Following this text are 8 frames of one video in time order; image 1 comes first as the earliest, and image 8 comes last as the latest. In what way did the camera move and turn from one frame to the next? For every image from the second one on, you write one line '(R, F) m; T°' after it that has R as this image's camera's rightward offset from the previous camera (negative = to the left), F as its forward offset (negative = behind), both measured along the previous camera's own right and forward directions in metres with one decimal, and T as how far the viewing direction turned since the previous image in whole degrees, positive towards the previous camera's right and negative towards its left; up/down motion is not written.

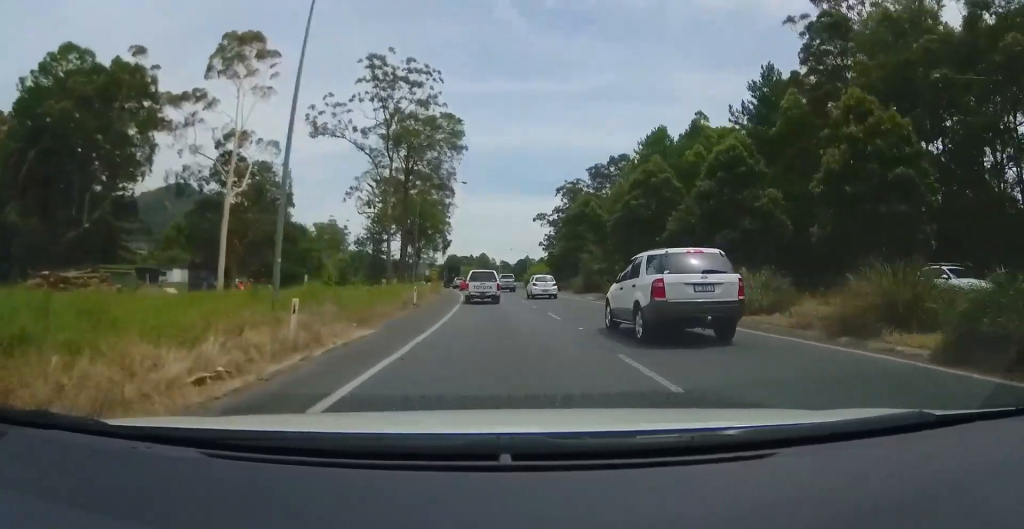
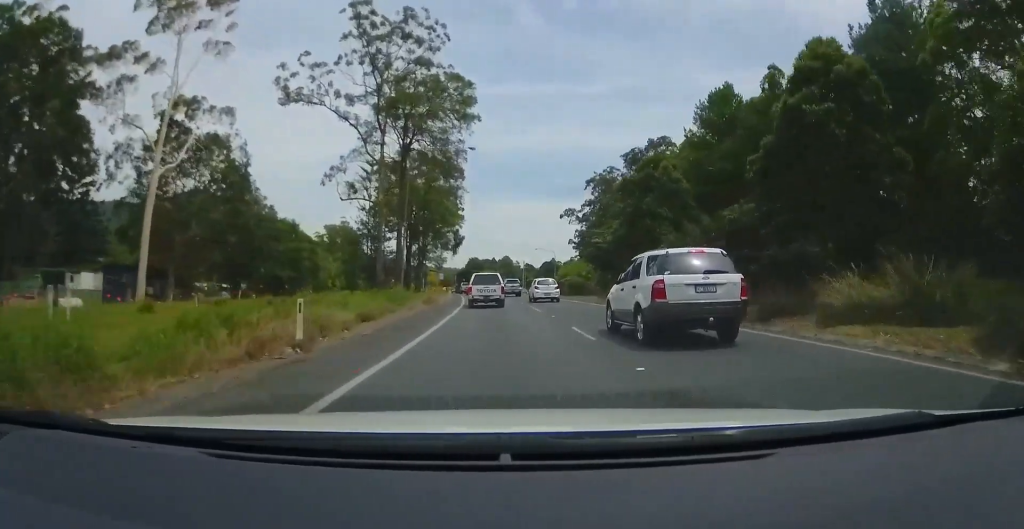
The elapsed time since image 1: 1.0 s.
(-0.2, +18.7) m; -3°
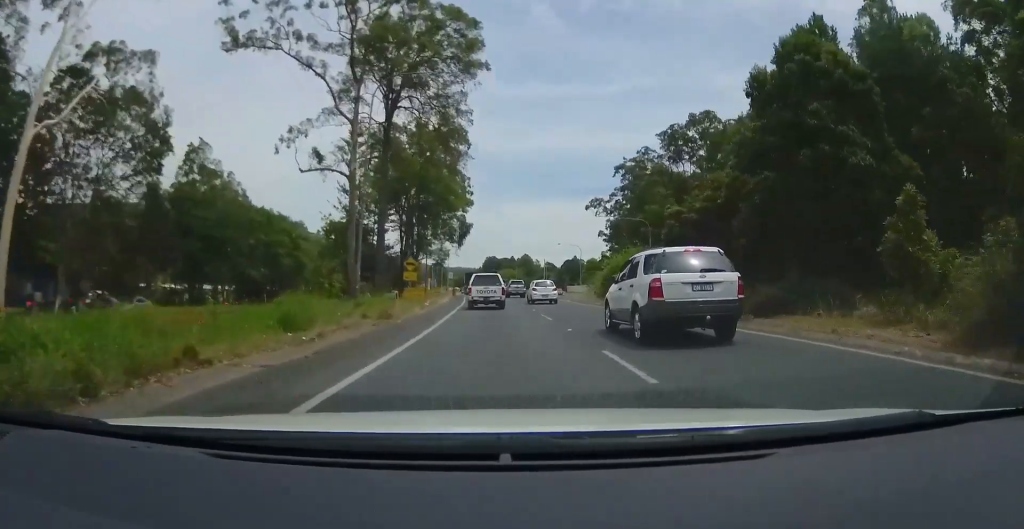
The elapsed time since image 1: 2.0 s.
(-0.8, +17.6) m; -4°
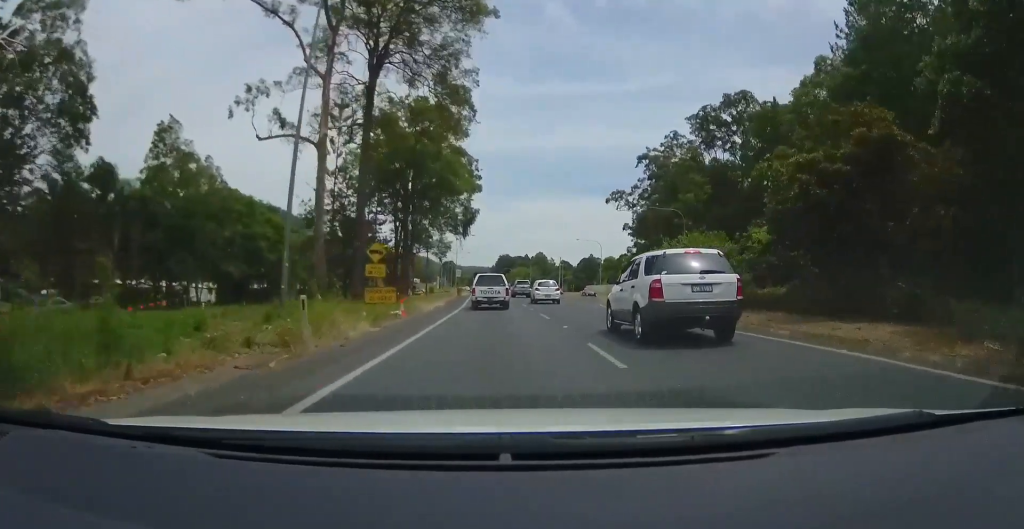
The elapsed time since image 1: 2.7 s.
(-0.1, +11.2) m; -1°
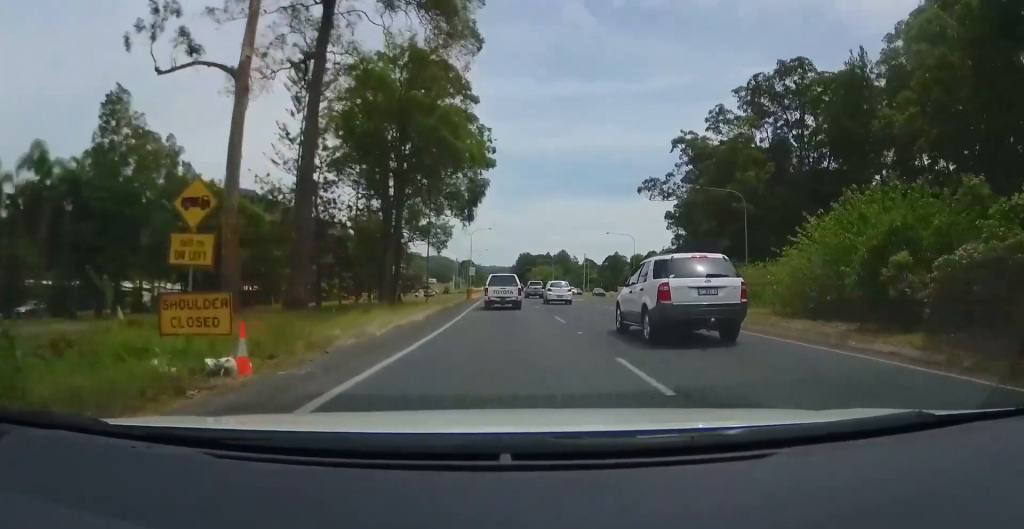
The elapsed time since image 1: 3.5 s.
(-0.3, +14.4) m; -1°
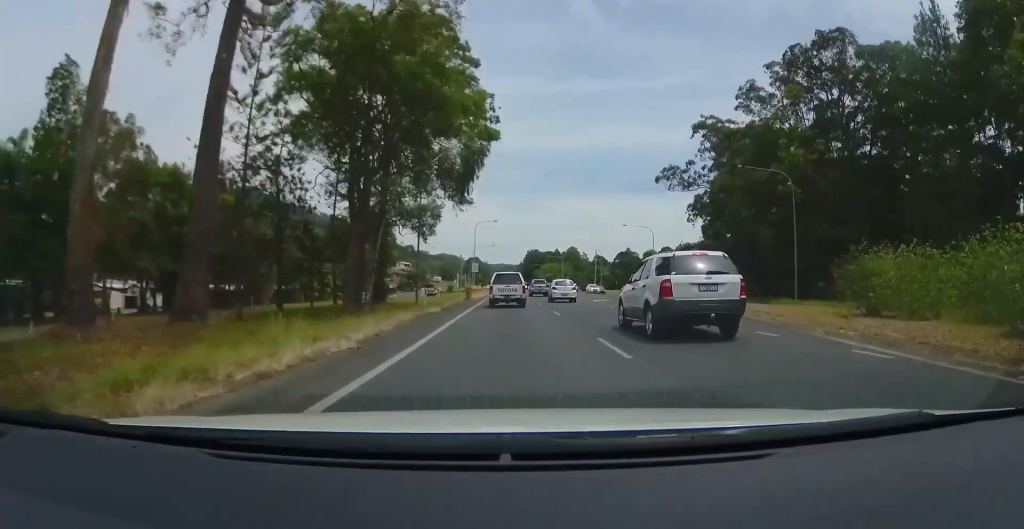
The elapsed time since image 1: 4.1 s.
(0.0, +9.4) m; 0°
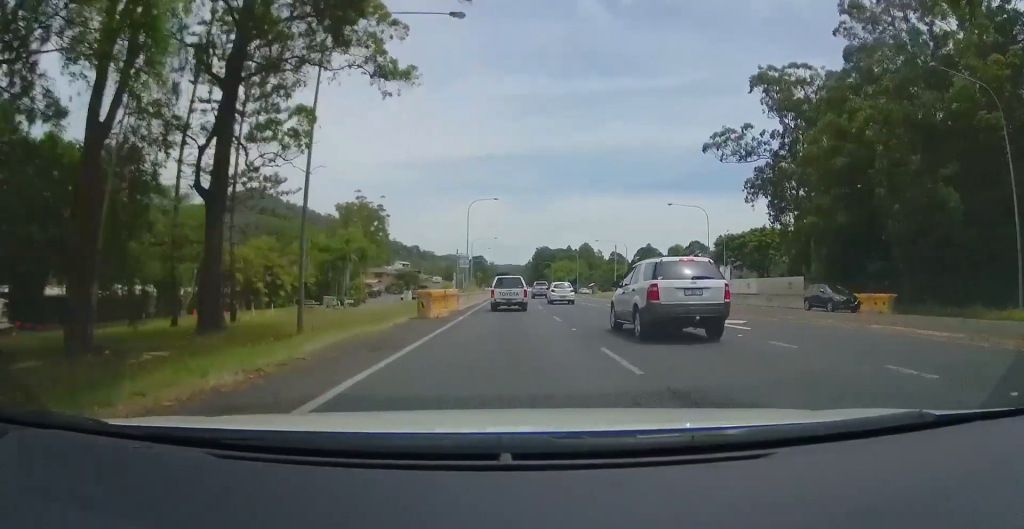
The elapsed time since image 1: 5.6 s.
(0.0, +24.9) m; 0°
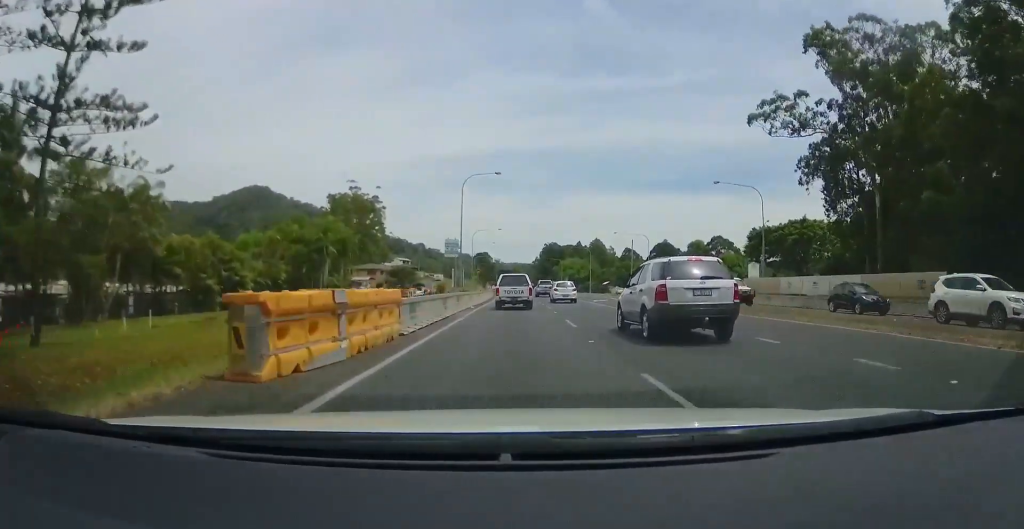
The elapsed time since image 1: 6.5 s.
(0.0, +14.9) m; 0°
